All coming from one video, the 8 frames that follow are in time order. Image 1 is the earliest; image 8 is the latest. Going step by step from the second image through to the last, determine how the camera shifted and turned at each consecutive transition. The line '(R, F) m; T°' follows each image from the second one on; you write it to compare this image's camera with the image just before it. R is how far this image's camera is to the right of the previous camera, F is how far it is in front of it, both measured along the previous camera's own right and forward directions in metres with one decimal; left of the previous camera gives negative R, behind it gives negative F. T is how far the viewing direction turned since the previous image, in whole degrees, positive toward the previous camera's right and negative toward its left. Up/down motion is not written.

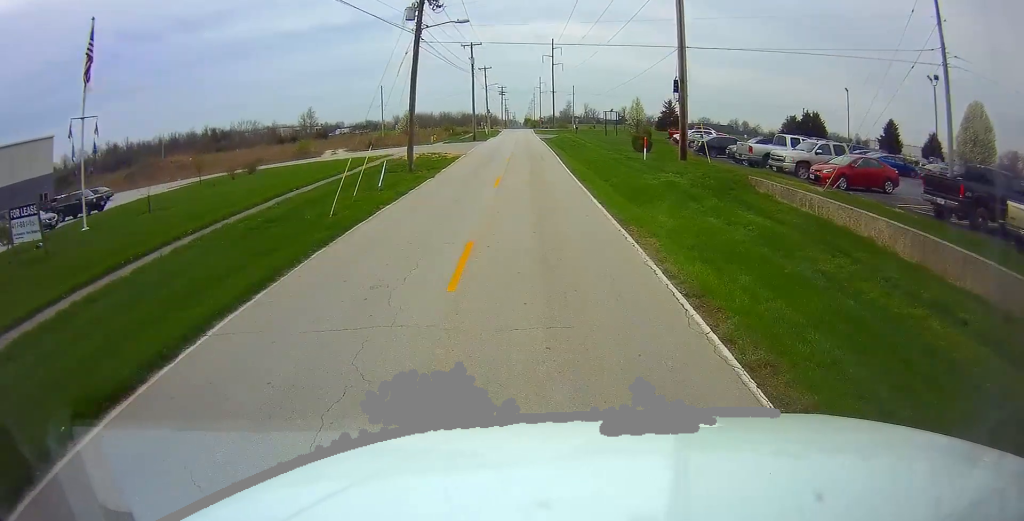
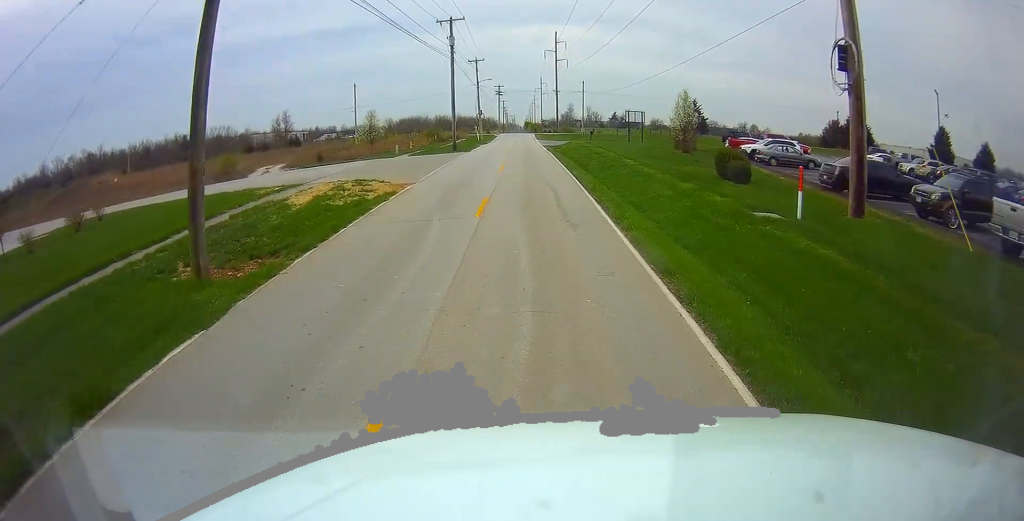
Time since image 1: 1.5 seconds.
(+0.9, +19.0) m; +2°
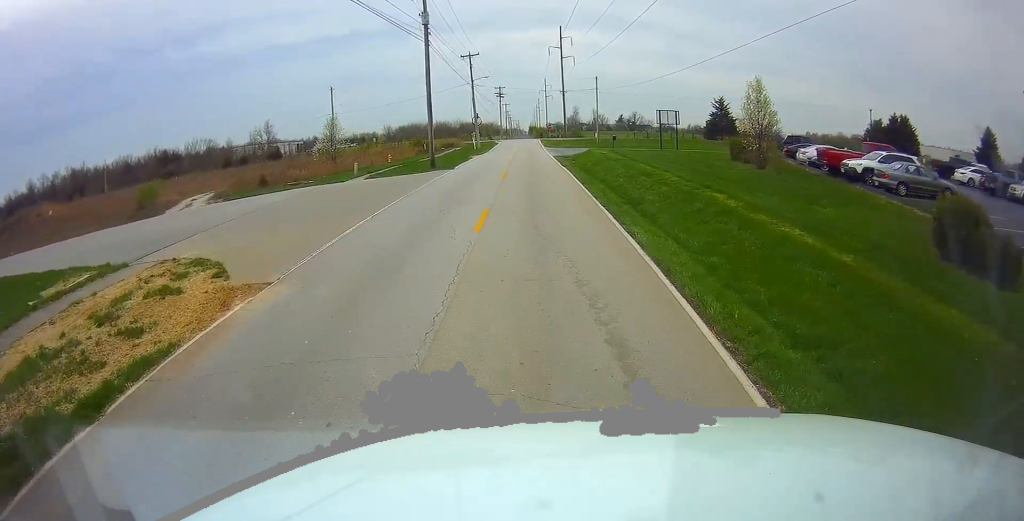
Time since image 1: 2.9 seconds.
(-0.8, +14.0) m; -6°
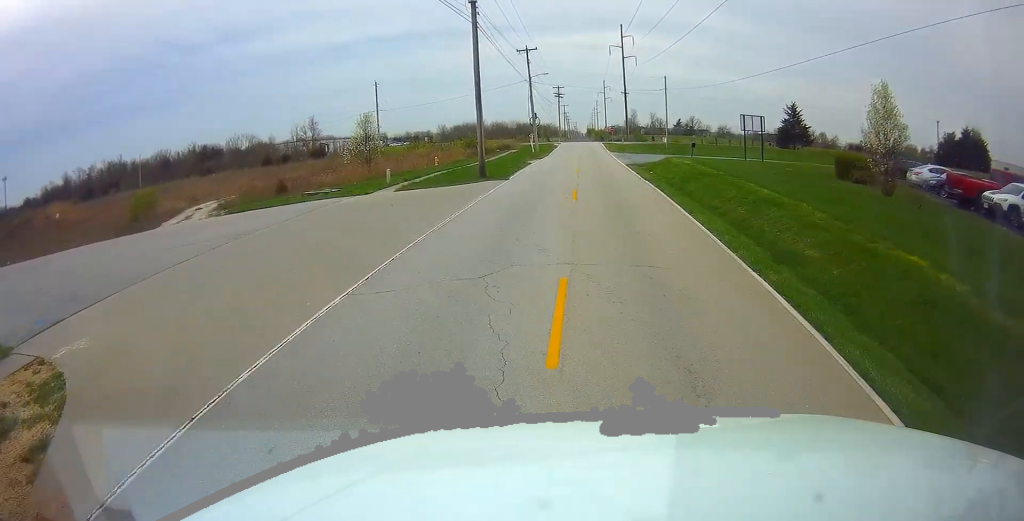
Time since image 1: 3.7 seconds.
(-0.1, +7.2) m; -7°
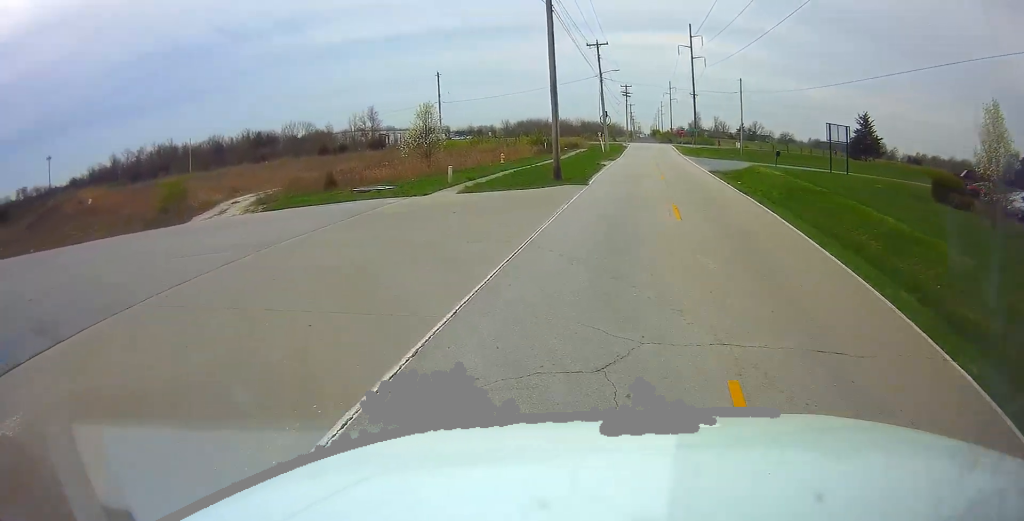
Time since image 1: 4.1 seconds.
(-0.2, +3.7) m; -9°
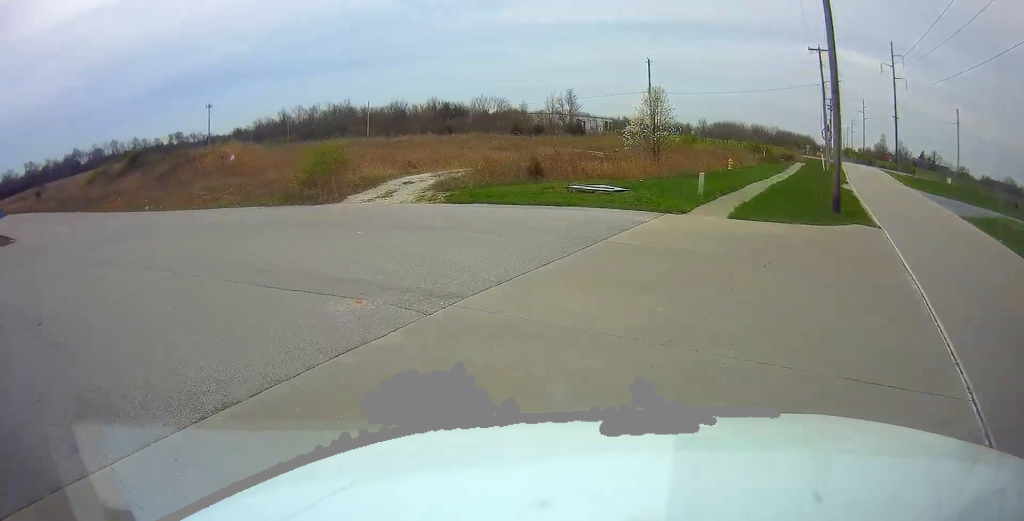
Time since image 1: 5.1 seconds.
(-1.3, +6.8) m; -22°
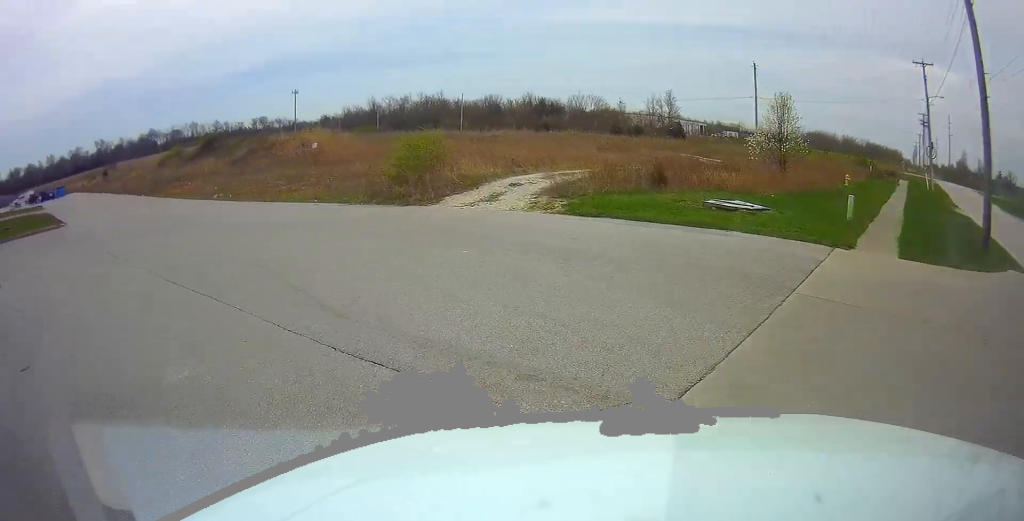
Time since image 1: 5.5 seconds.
(-0.1, +3.1) m; -10°
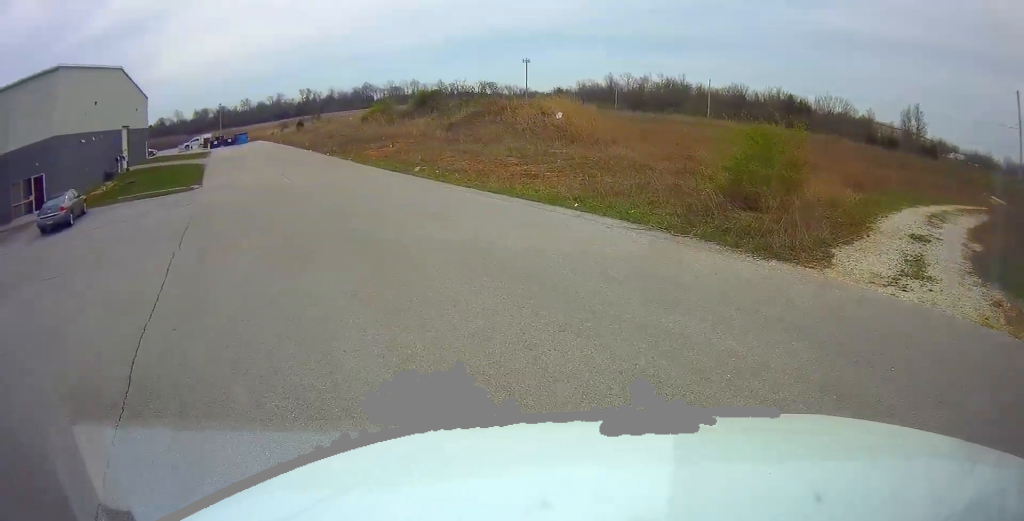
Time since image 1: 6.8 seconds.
(-1.7, +9.6) m; -15°
